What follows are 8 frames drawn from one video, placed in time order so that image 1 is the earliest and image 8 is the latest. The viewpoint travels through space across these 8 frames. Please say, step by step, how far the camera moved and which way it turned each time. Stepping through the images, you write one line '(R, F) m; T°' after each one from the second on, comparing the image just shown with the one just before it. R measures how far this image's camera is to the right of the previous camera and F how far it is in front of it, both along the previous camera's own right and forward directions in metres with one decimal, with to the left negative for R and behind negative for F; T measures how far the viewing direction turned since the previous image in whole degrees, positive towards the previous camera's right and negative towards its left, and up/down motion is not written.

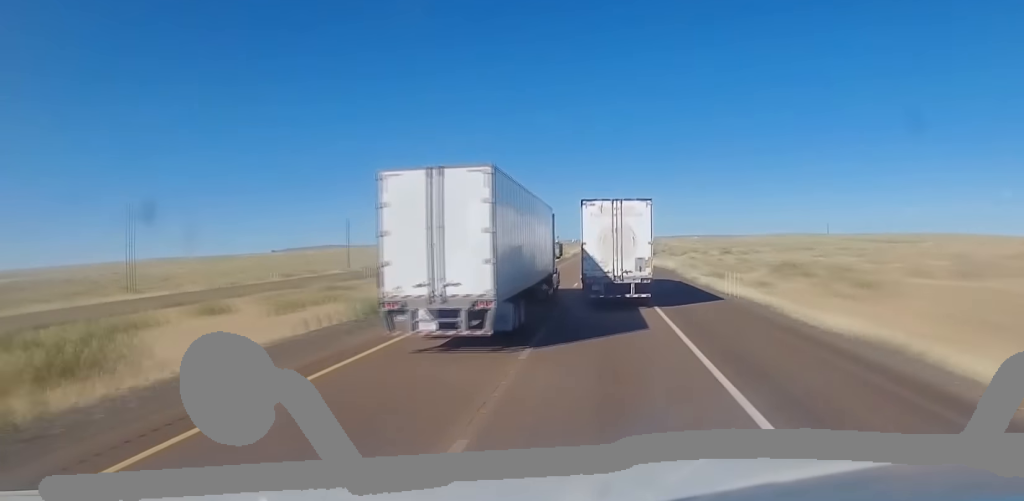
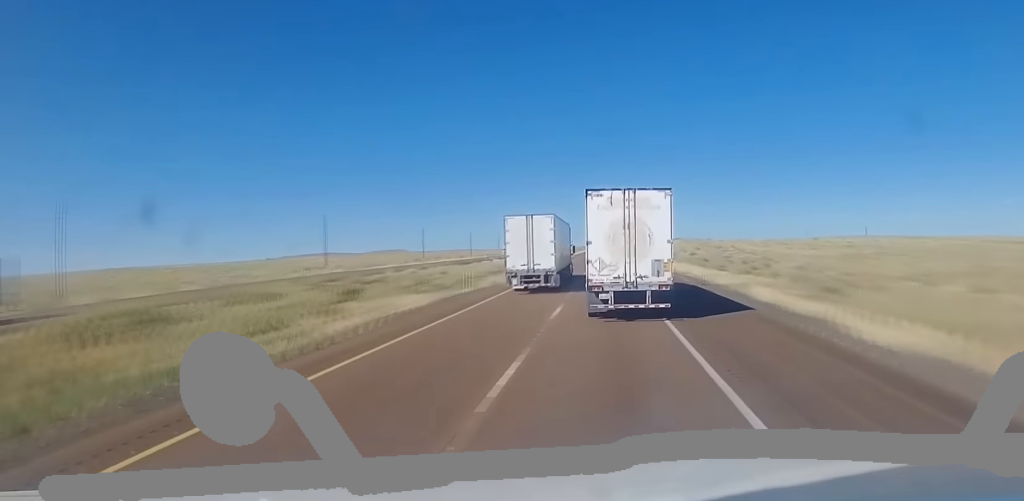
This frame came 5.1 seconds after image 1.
(-0.7, +128.3) m; 0°
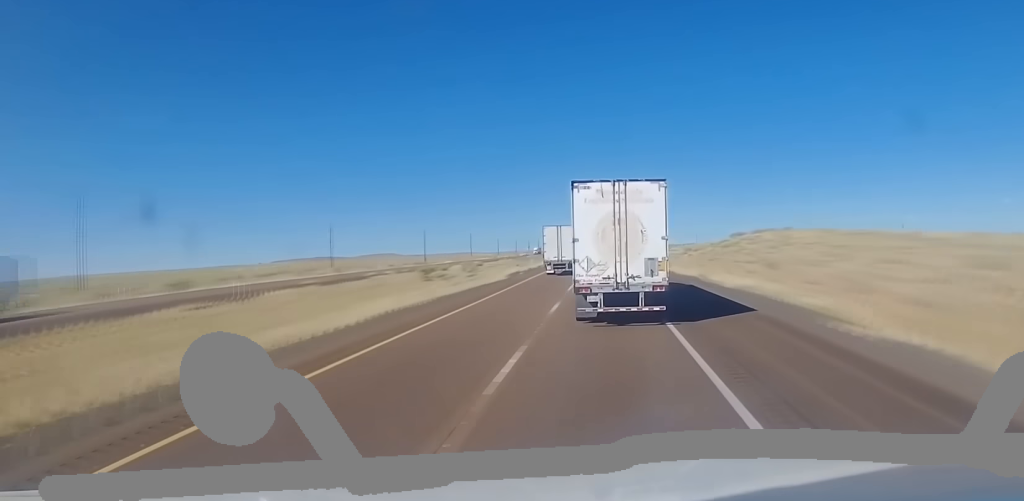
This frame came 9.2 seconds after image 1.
(+0.1, +51.1) m; 0°
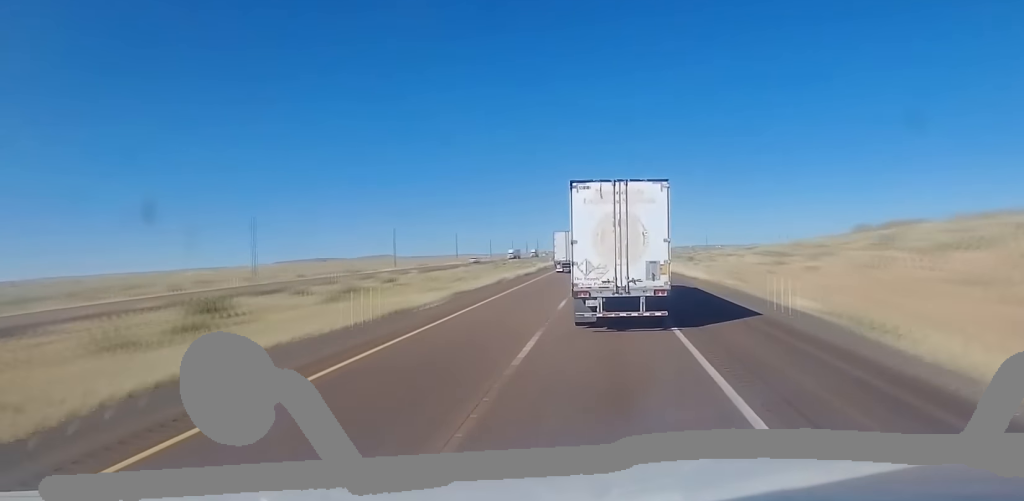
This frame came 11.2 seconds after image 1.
(0.0, +39.4) m; 0°
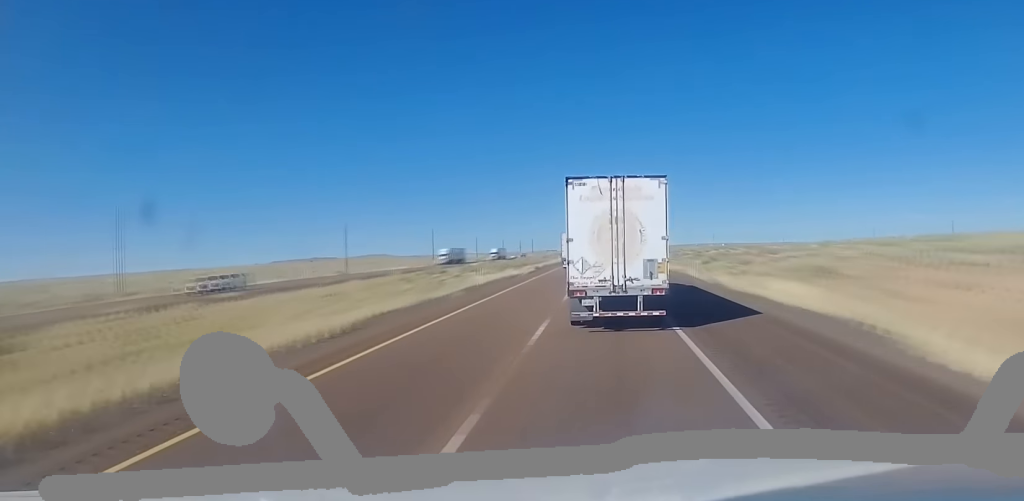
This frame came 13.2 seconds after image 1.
(+0.1, +72.9) m; 0°
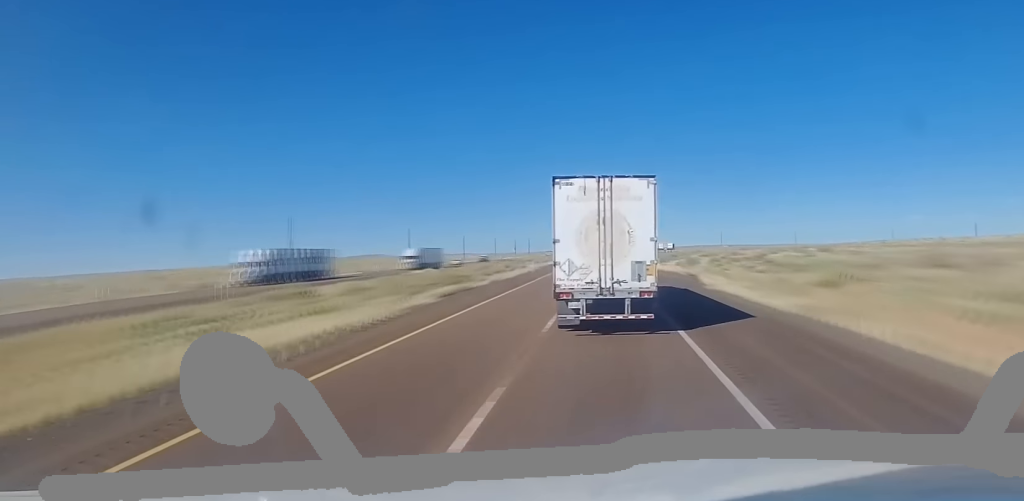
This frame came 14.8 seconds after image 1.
(+0.1, +91.5) m; 0°
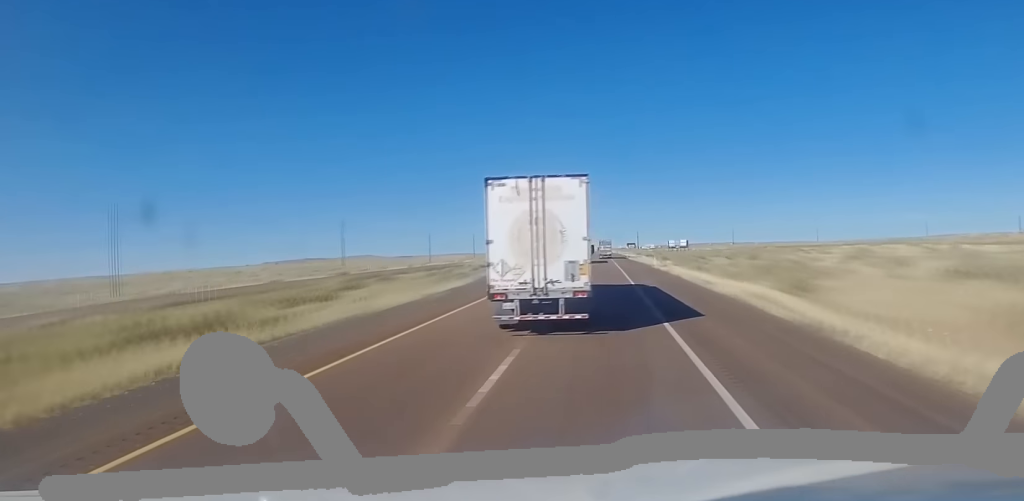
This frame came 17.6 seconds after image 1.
(-0.1, +126.5) m; 0°
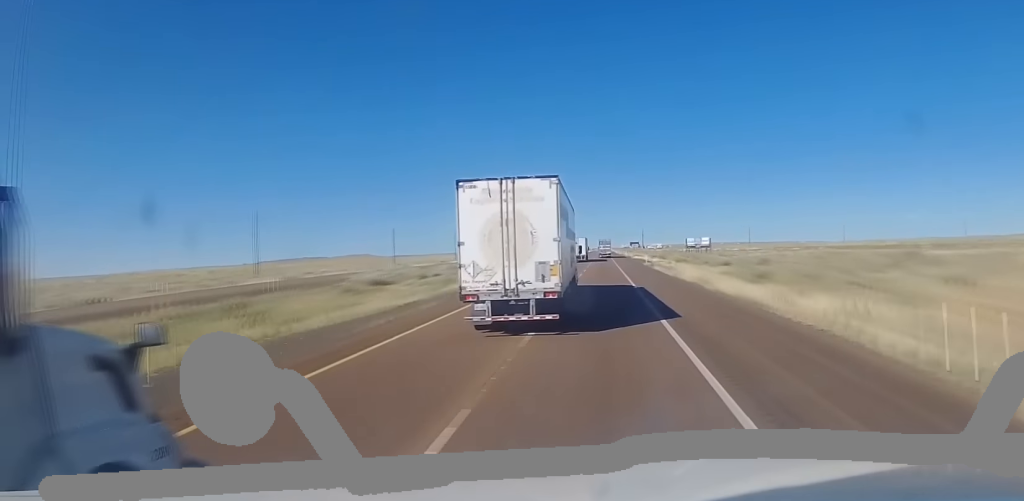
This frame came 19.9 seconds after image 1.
(-0.4, +70.4) m; 0°
